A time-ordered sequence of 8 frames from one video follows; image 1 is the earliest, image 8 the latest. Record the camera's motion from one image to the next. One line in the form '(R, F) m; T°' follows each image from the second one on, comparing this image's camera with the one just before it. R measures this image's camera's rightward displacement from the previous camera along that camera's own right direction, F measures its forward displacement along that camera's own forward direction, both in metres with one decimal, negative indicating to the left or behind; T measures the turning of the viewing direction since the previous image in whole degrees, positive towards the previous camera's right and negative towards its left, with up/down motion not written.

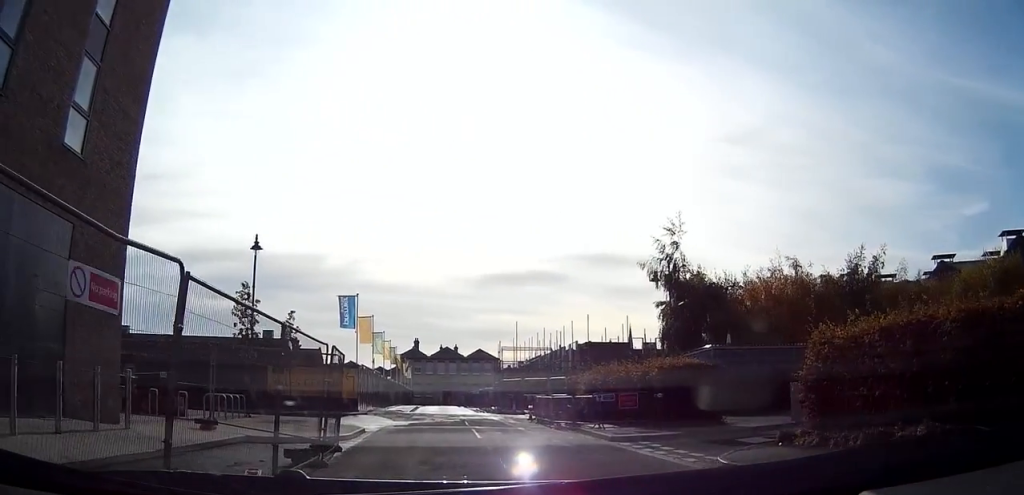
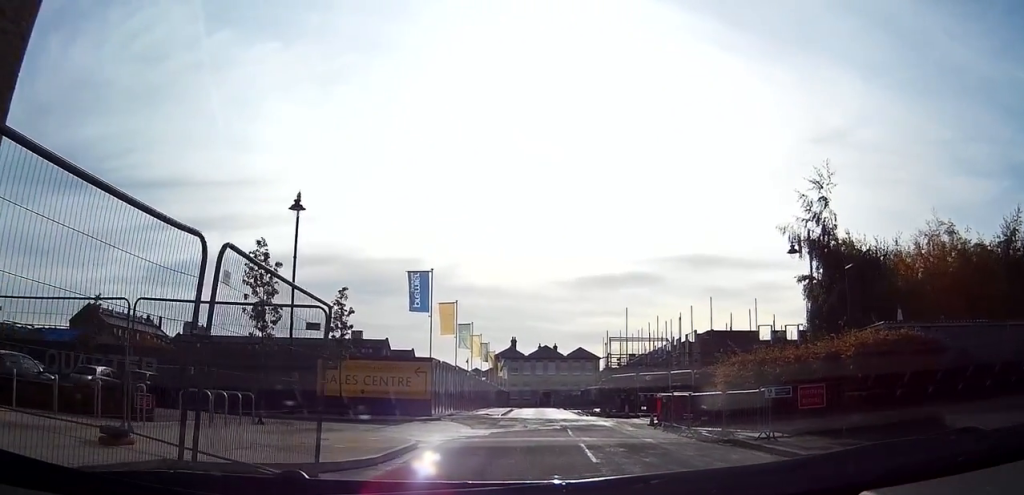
(-0.7, +7.5) m; -9°
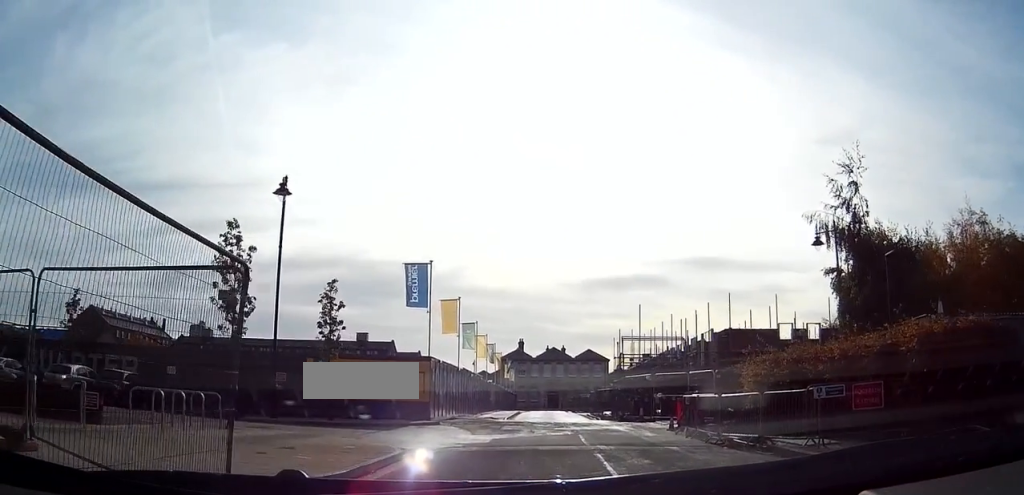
(0.0, +2.4) m; -2°
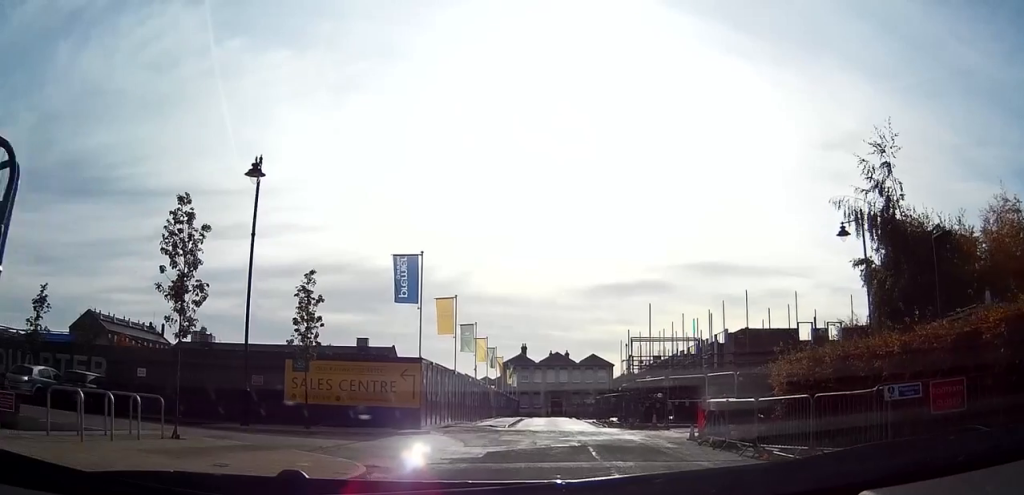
(0.0, +2.8) m; -1°
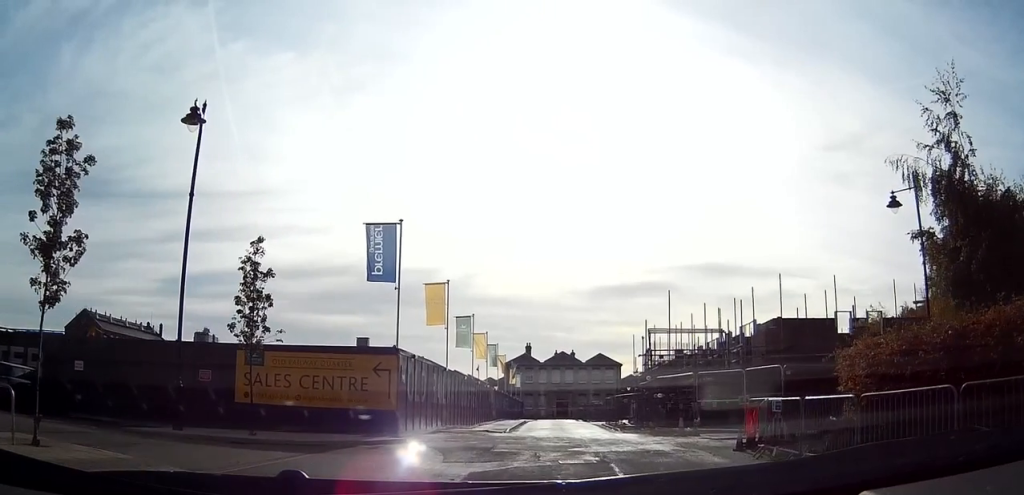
(-0.1, +4.8) m; -1°
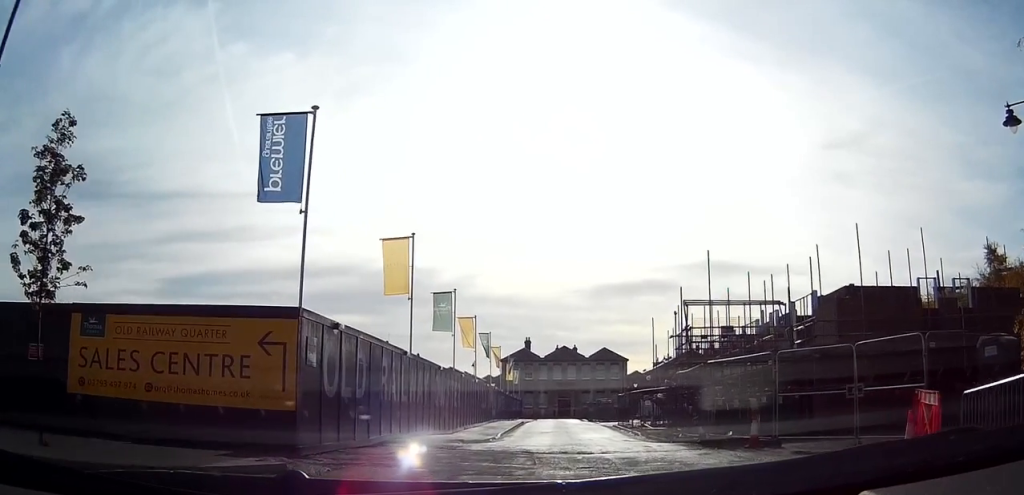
(0.0, +9.1) m; 0°
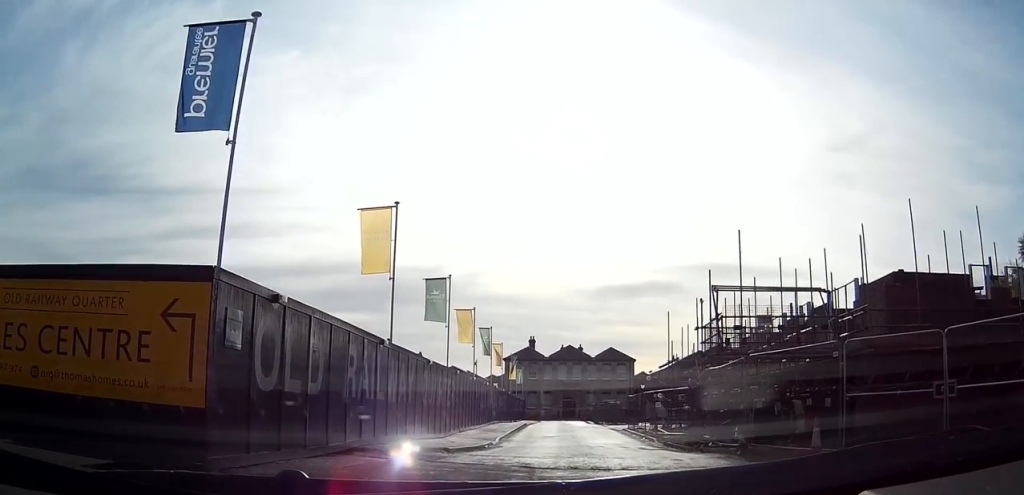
(0.0, +3.9) m; +1°
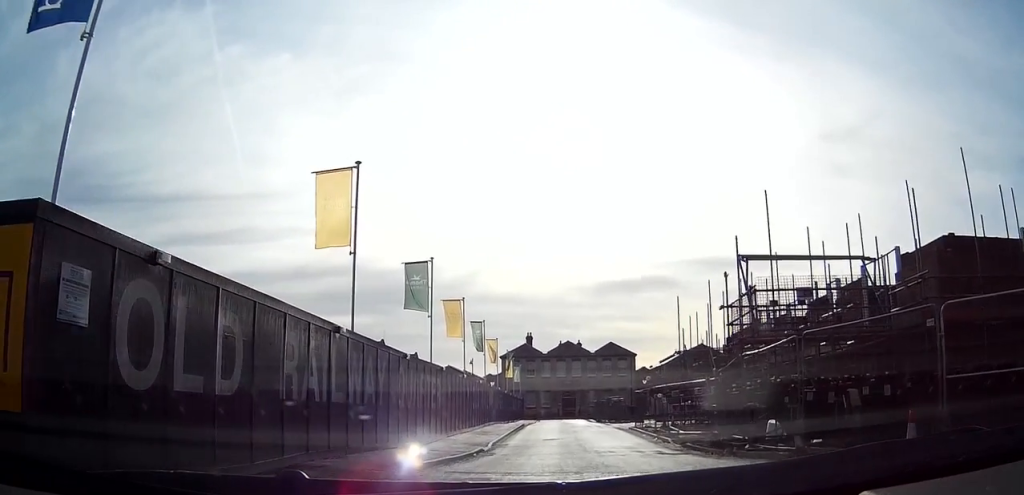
(+0.1, +4.1) m; +1°
